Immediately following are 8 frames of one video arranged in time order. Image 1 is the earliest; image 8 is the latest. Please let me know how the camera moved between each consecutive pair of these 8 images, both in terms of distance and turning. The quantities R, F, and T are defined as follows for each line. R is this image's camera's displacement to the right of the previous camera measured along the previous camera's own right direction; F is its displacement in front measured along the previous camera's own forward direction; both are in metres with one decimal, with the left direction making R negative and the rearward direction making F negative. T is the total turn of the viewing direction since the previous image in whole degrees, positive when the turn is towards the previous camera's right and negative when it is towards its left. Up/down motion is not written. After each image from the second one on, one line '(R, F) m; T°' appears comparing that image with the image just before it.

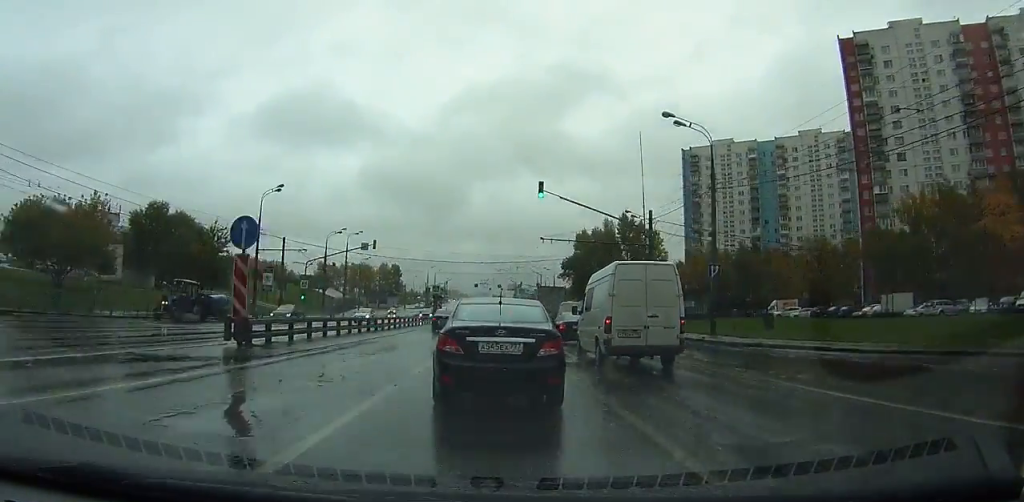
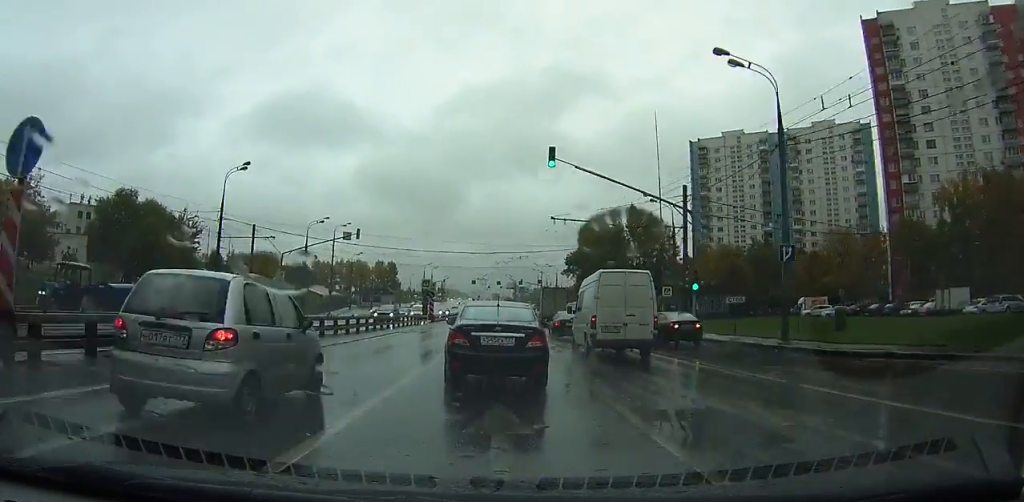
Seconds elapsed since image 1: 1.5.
(+0.1, +7.2) m; +1°
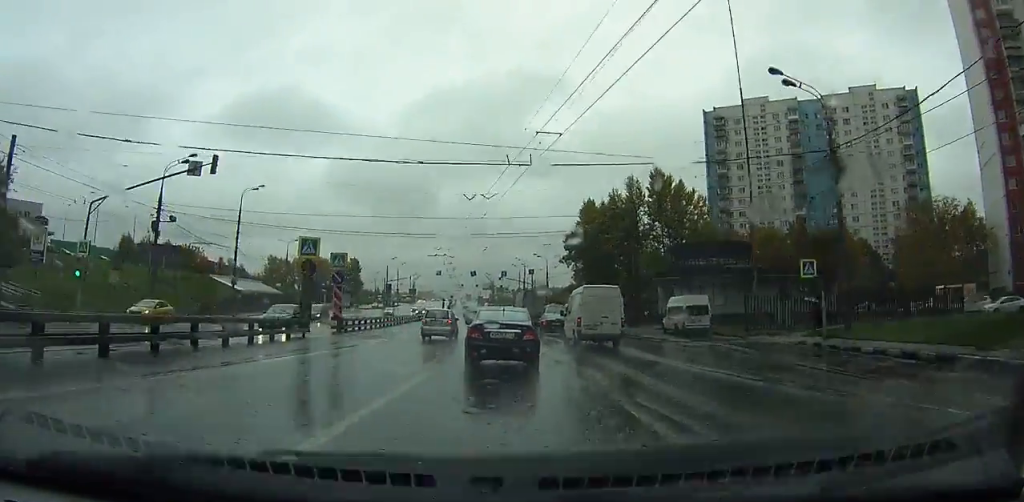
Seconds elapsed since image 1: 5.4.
(+0.2, +24.5) m; +1°
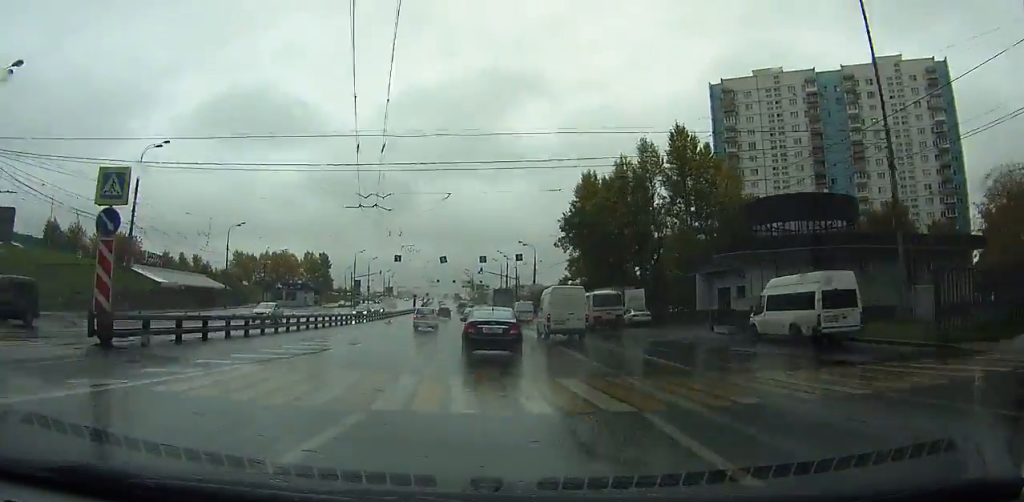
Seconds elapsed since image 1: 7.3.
(0.0, +15.7) m; 0°
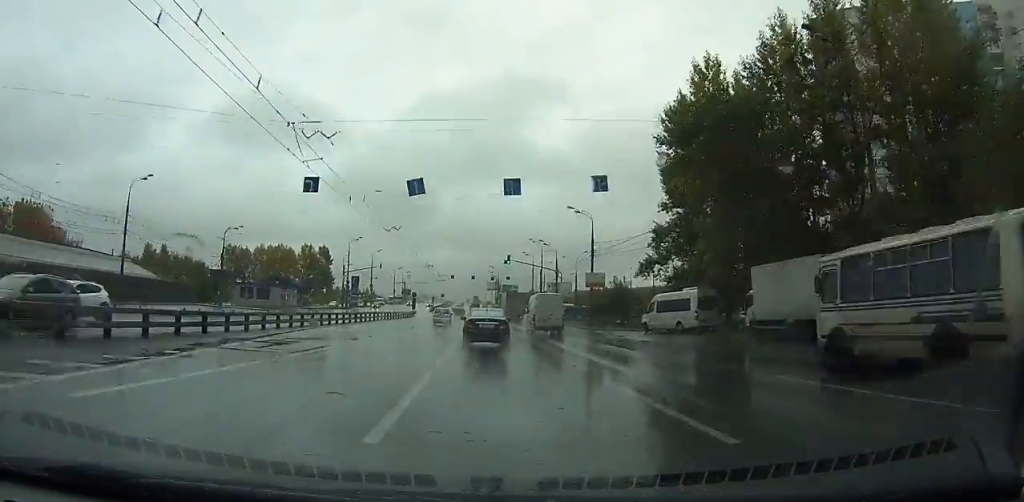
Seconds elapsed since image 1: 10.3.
(+0.2, +30.0) m; +1°
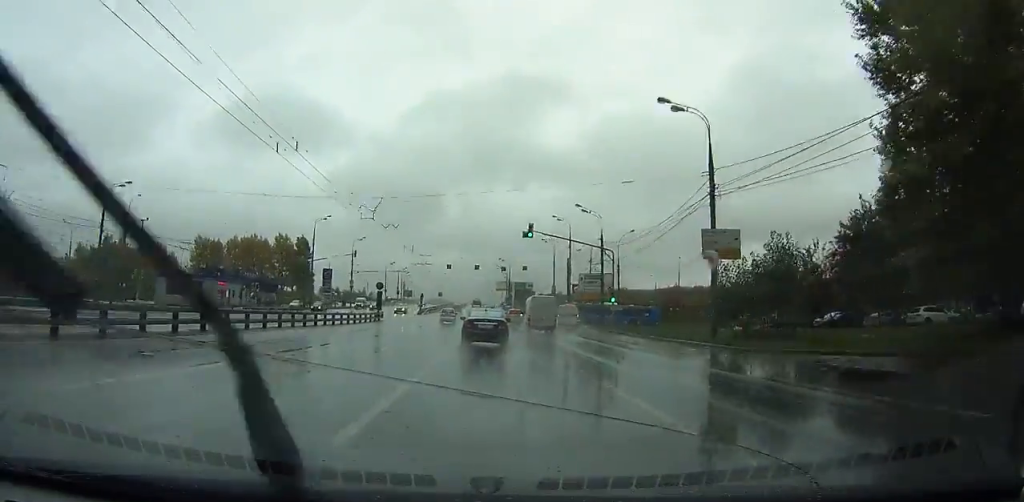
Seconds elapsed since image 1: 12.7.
(+0.2, +28.3) m; 0°
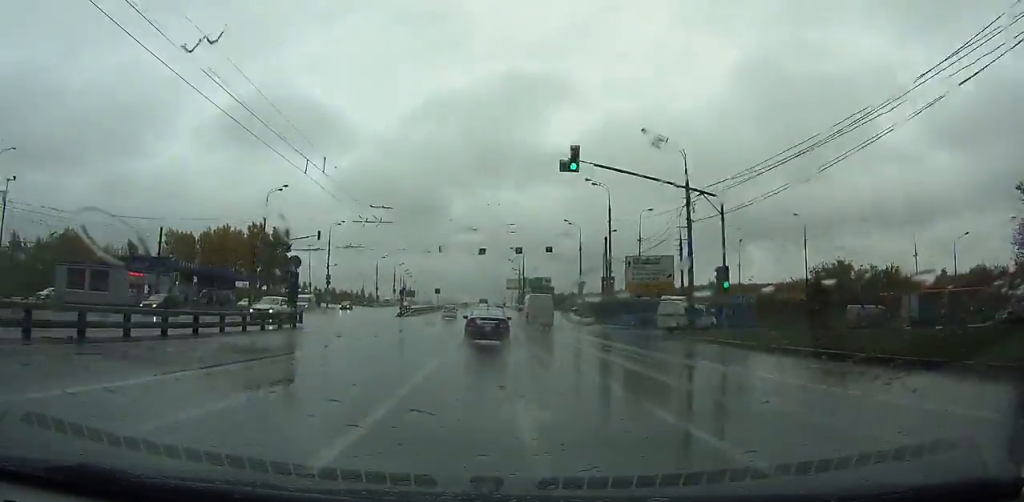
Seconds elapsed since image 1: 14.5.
(0.0, +24.1) m; 0°
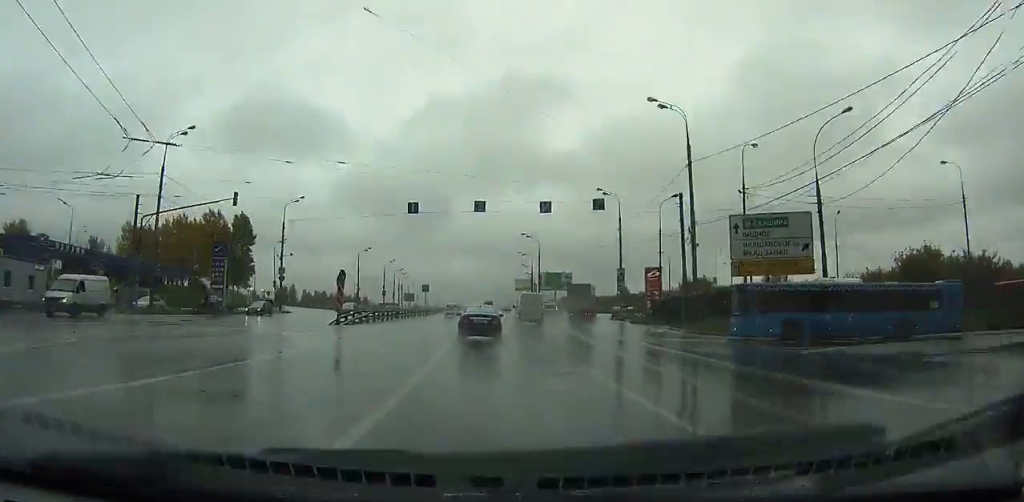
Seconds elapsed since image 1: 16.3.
(0.0, +25.5) m; 0°
